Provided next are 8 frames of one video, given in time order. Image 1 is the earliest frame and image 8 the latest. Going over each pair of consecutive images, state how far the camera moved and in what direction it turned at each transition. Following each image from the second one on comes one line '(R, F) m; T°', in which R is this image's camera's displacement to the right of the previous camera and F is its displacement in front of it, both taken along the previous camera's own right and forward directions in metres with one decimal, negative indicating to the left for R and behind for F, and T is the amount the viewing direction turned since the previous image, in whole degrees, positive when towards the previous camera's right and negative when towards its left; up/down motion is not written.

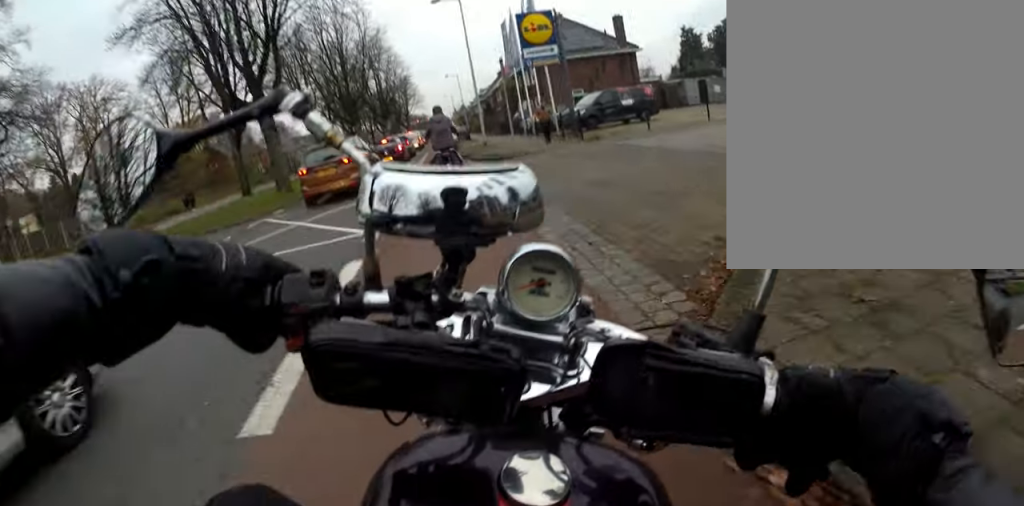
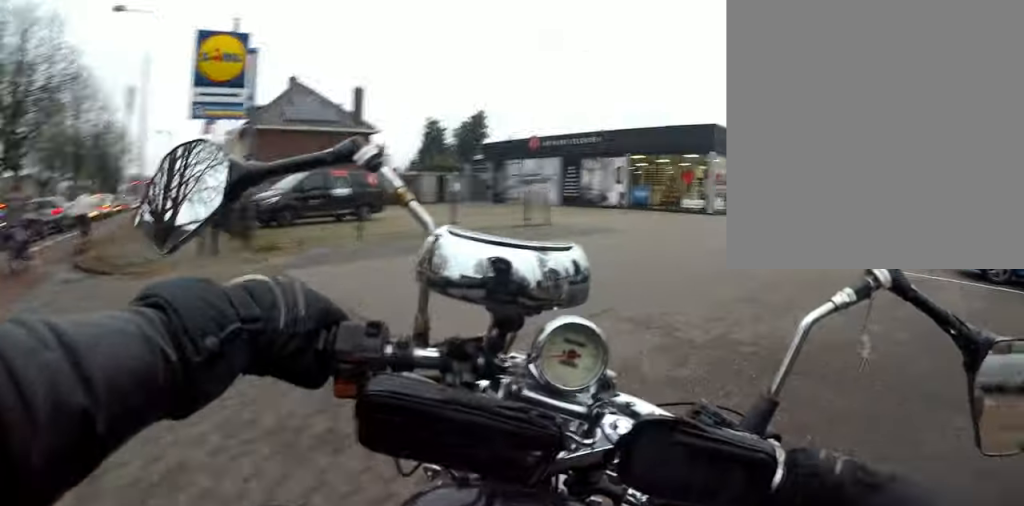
(+1.3, +5.7) m; +18°
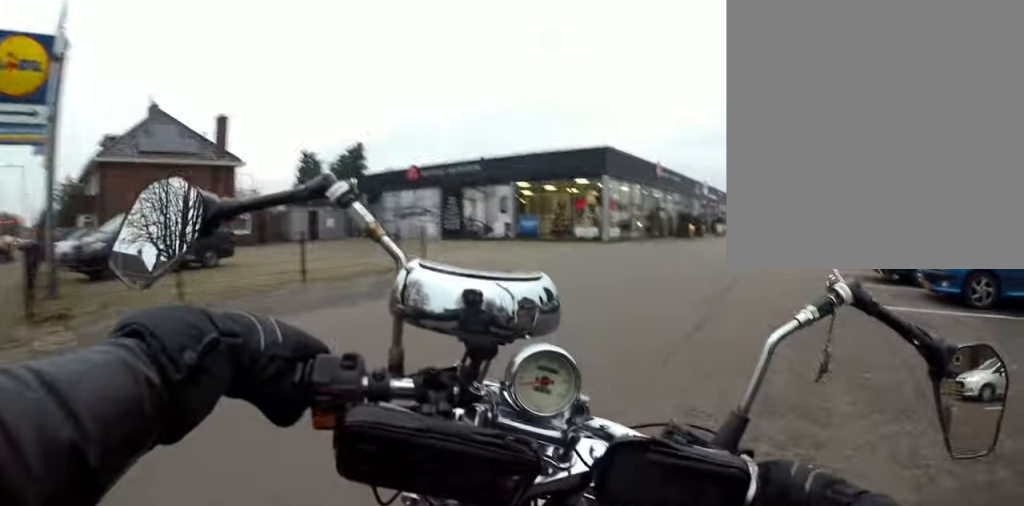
(0.0, +2.2) m; +3°
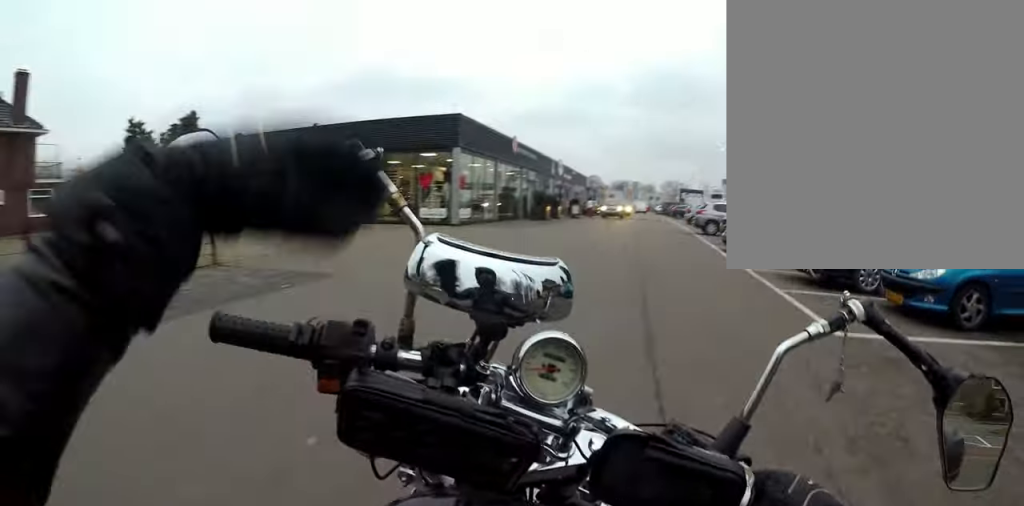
(+0.1, +2.9) m; +9°
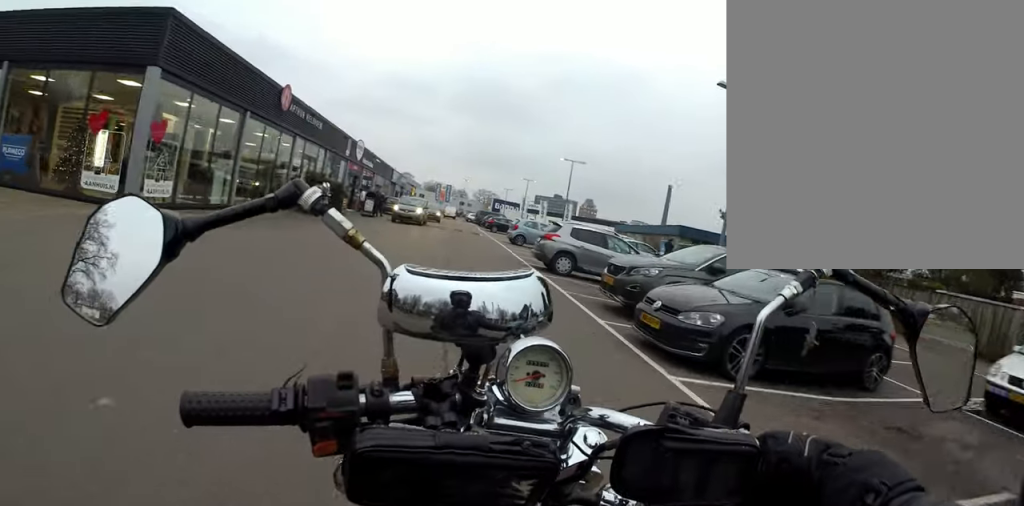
(+1.8, +7.5) m; +25°
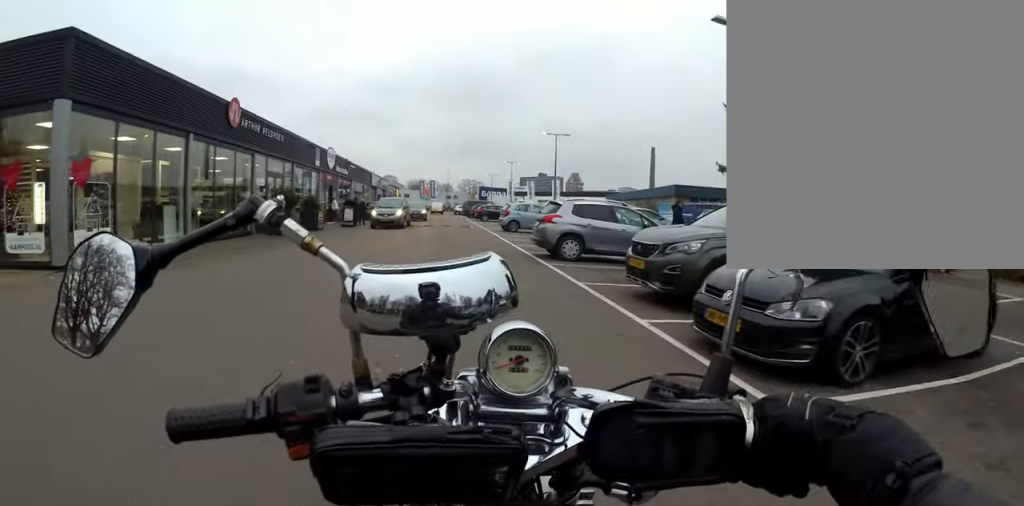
(-0.1, +1.6) m; +6°
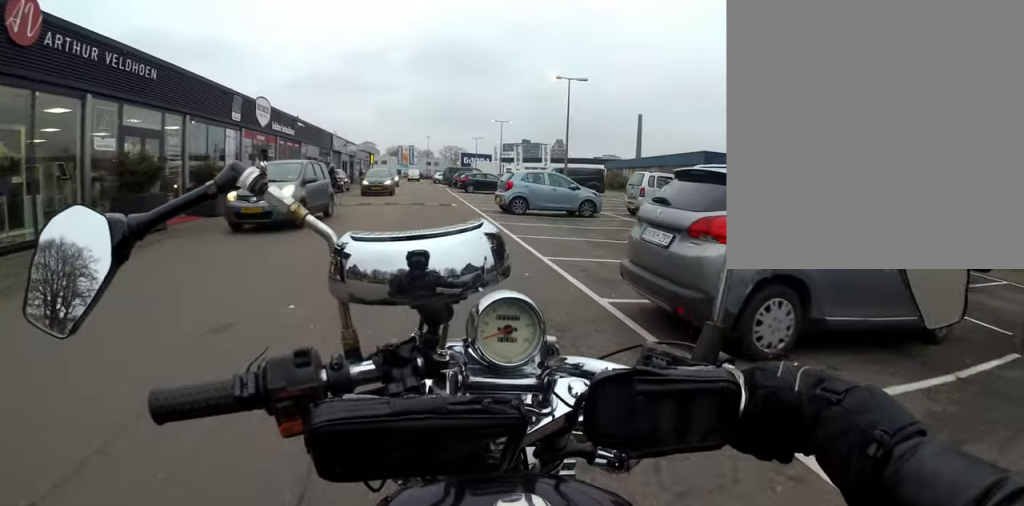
(+0.6, +6.4) m; -6°
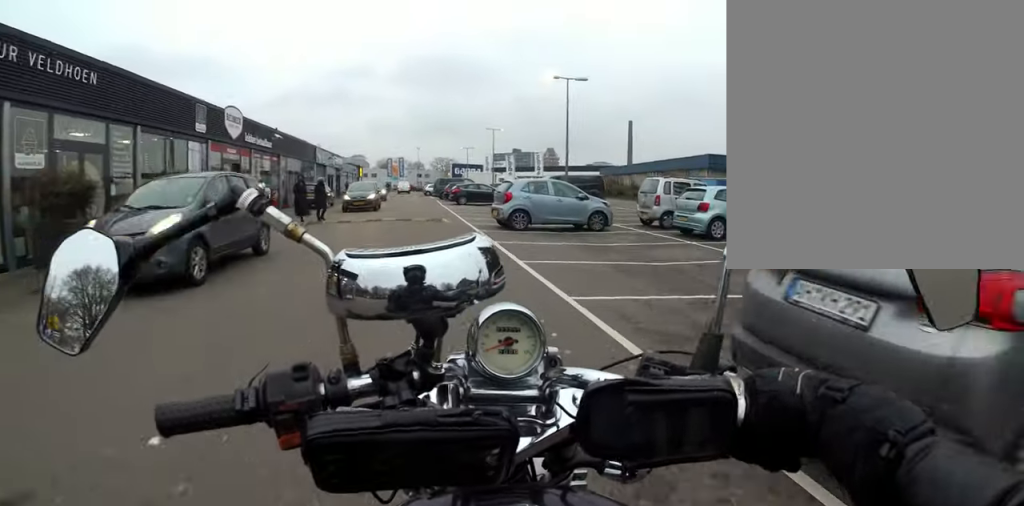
(-0.1, +1.5) m; -5°
